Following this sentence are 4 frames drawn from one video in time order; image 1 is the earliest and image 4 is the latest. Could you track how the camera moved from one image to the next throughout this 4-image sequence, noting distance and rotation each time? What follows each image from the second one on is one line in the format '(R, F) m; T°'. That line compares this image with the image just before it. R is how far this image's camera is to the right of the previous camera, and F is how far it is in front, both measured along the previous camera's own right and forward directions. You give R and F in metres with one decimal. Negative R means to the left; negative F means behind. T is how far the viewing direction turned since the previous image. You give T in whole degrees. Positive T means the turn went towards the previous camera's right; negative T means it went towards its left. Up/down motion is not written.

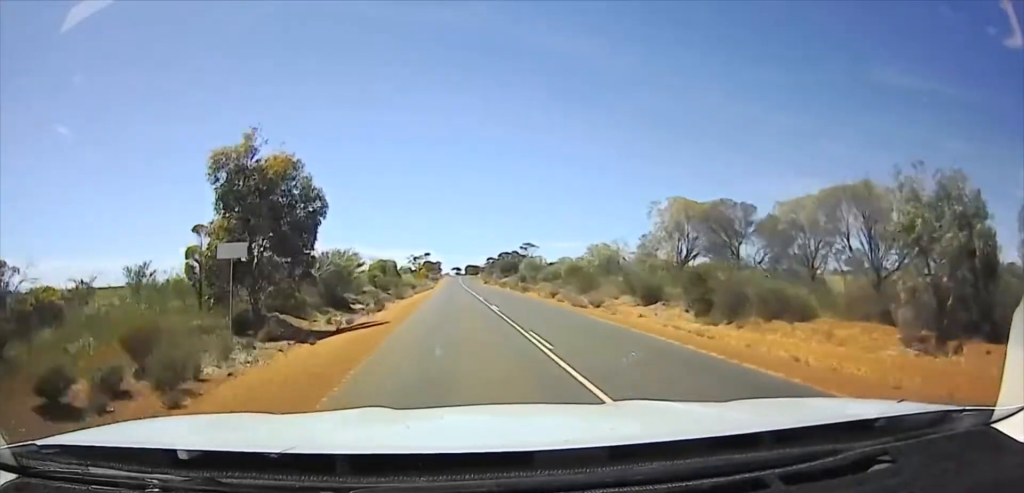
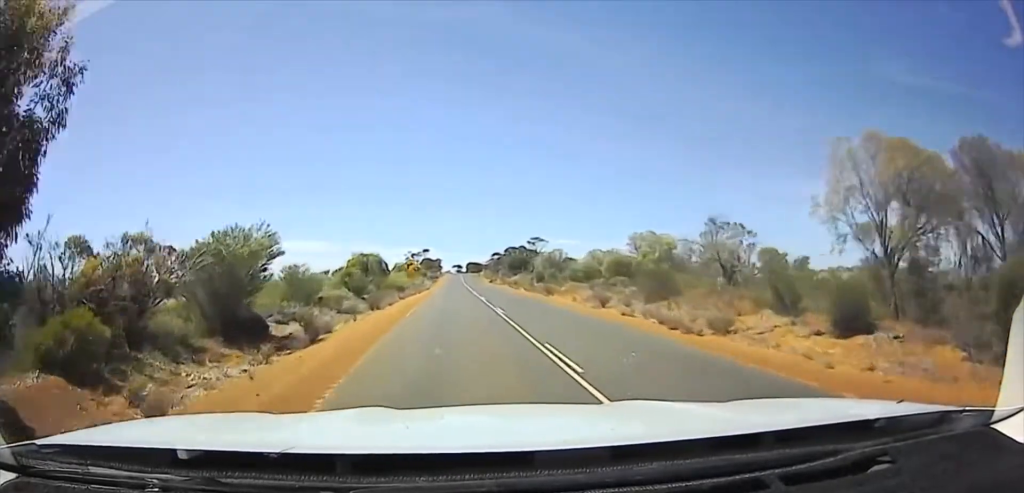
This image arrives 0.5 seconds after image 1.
(0.0, +13.6) m; 0°
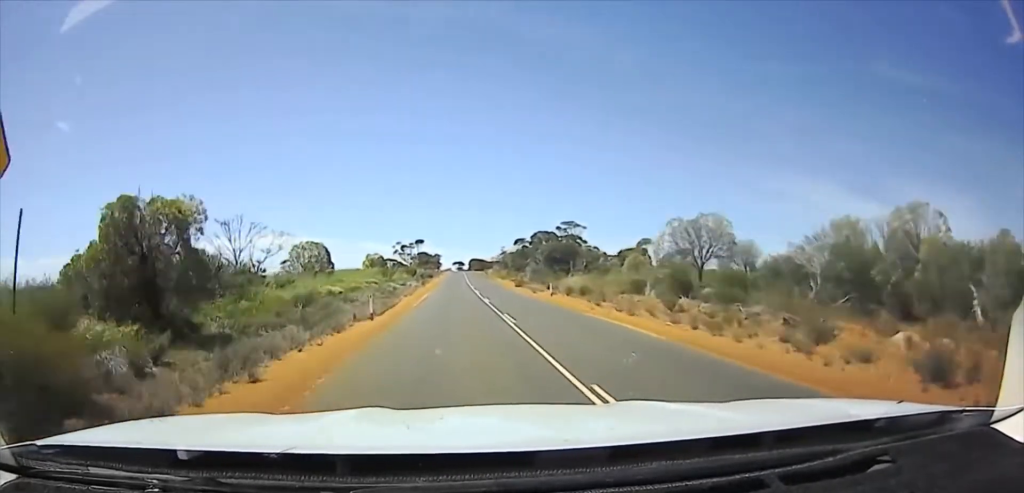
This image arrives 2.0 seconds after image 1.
(0.0, +32.9) m; 0°
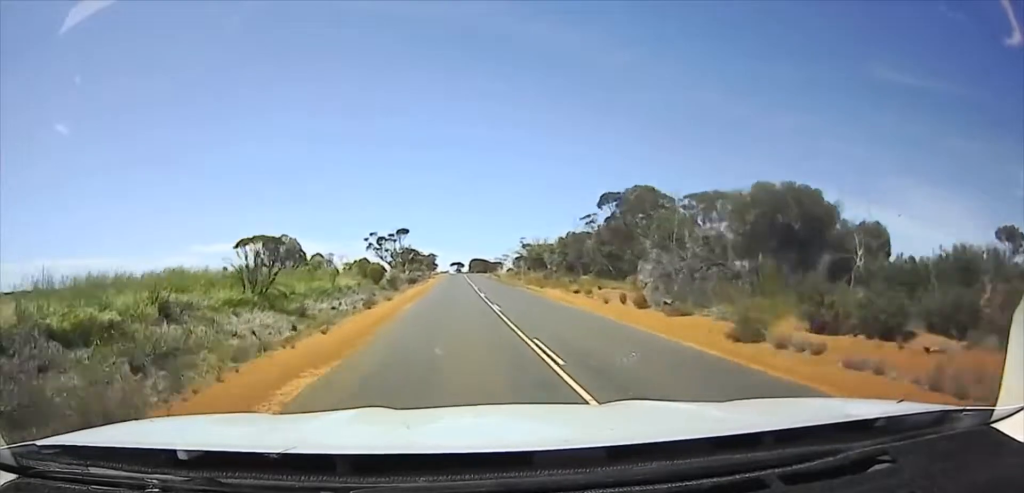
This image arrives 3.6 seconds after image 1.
(0.0, +32.0) m; 0°
